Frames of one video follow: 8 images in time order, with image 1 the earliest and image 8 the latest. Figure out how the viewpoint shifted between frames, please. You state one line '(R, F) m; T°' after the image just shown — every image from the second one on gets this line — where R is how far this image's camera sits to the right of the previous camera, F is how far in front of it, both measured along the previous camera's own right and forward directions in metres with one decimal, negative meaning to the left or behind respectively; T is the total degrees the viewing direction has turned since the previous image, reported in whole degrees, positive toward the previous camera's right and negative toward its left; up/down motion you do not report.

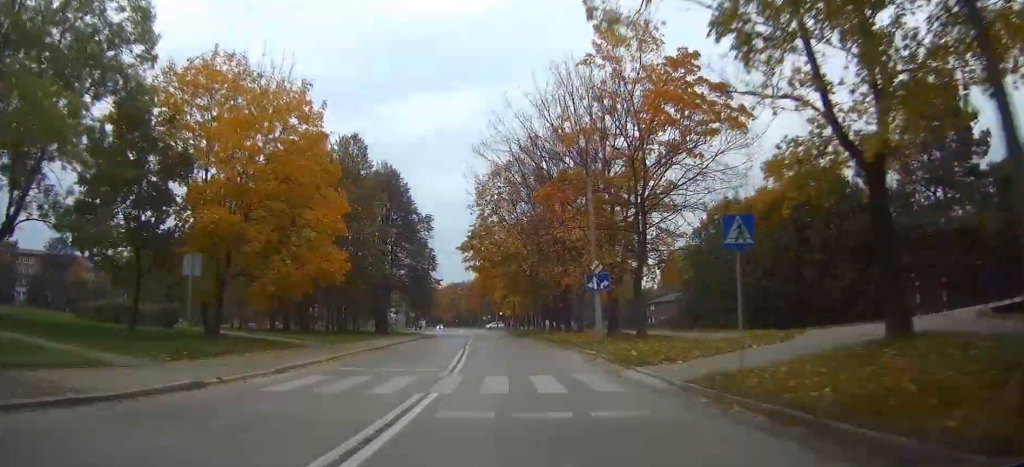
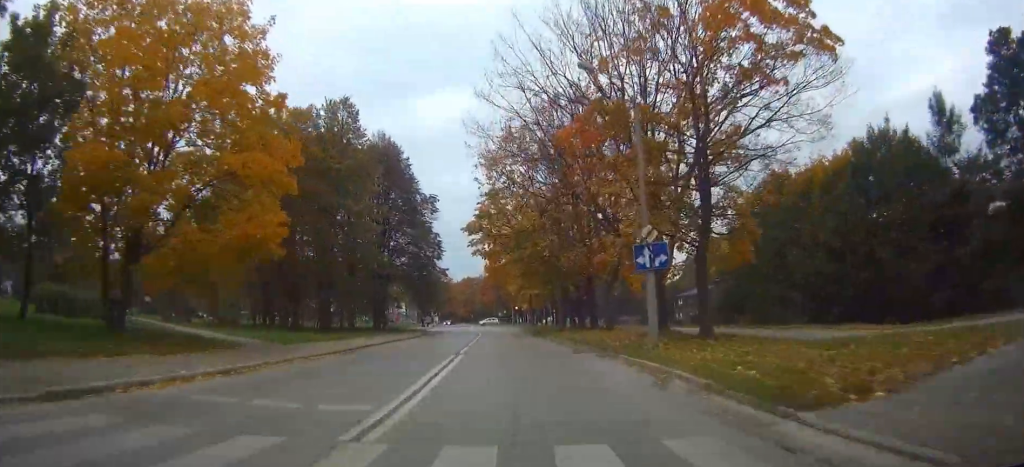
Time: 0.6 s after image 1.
(-0.1, +9.6) m; -1°
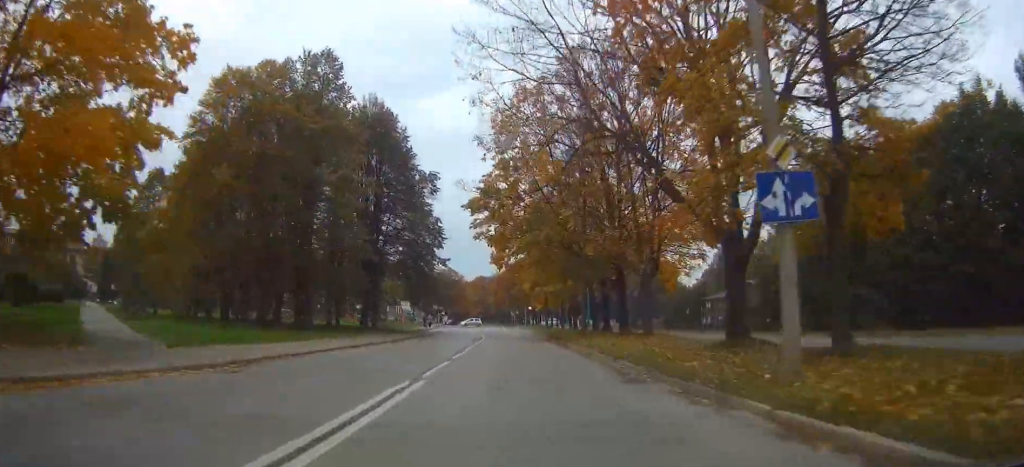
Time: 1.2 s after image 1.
(-0.2, +10.0) m; -1°
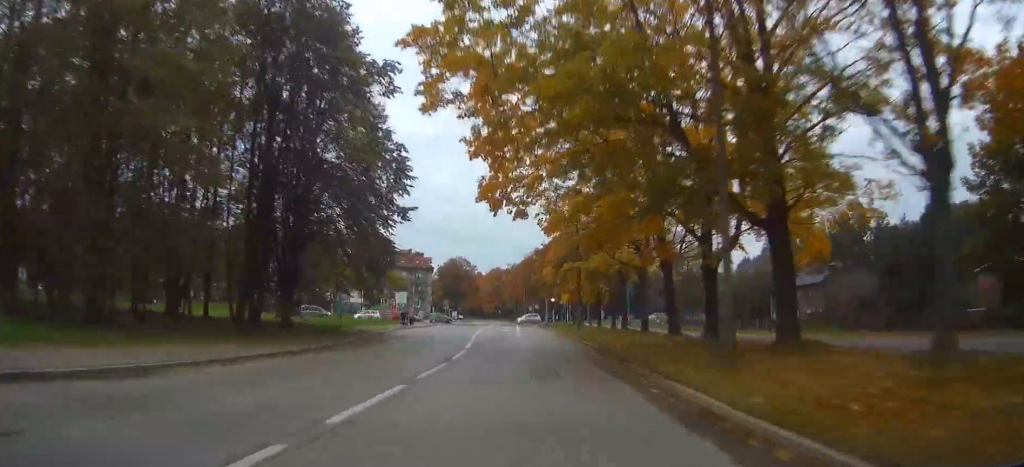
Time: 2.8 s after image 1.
(-0.6, +24.6) m; -3°
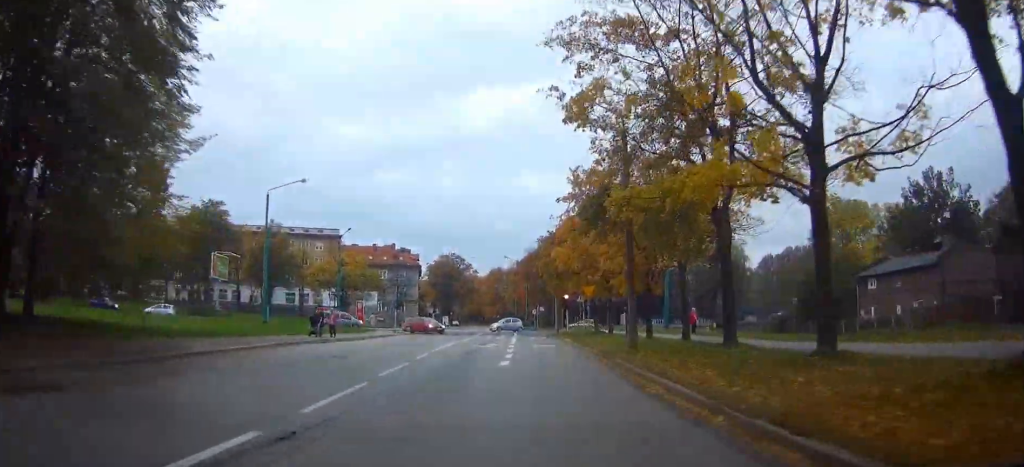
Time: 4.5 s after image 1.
(-0.3, +24.2) m; 0°
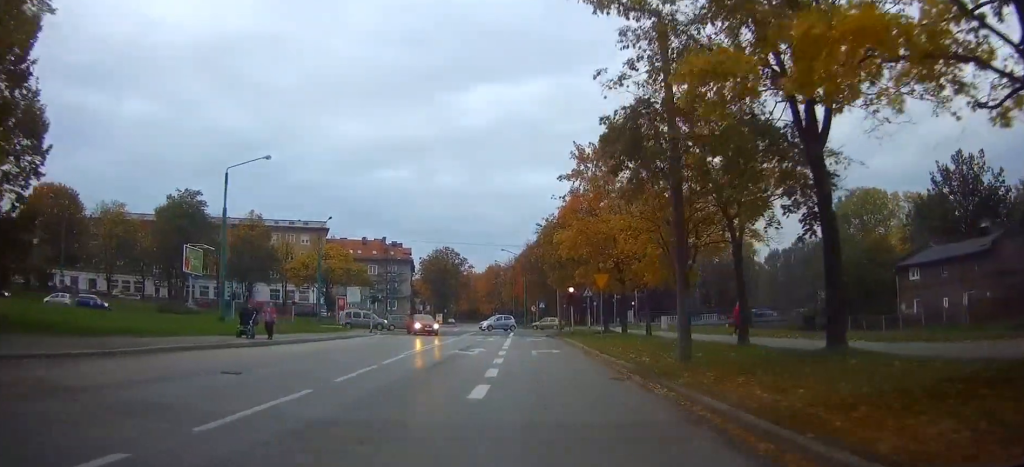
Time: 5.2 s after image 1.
(+0.2, +8.3) m; +1°
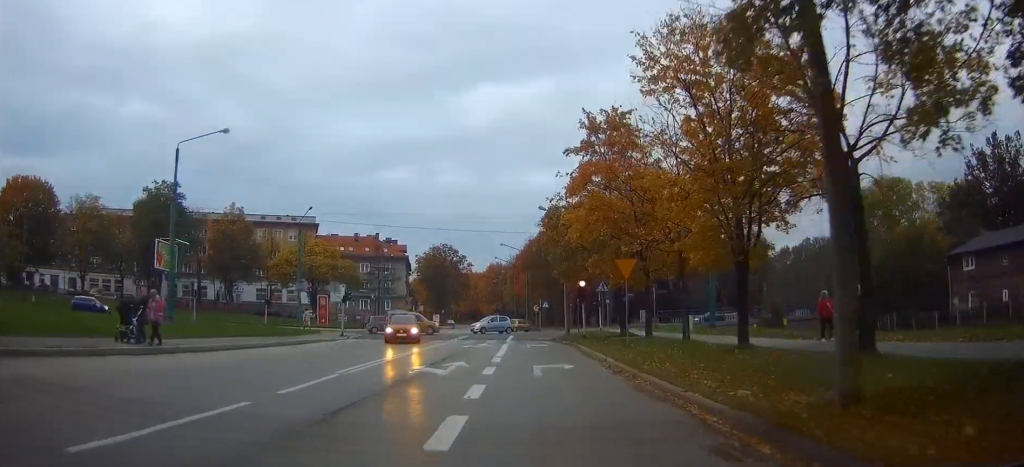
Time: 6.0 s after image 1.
(0.0, +8.7) m; 0°
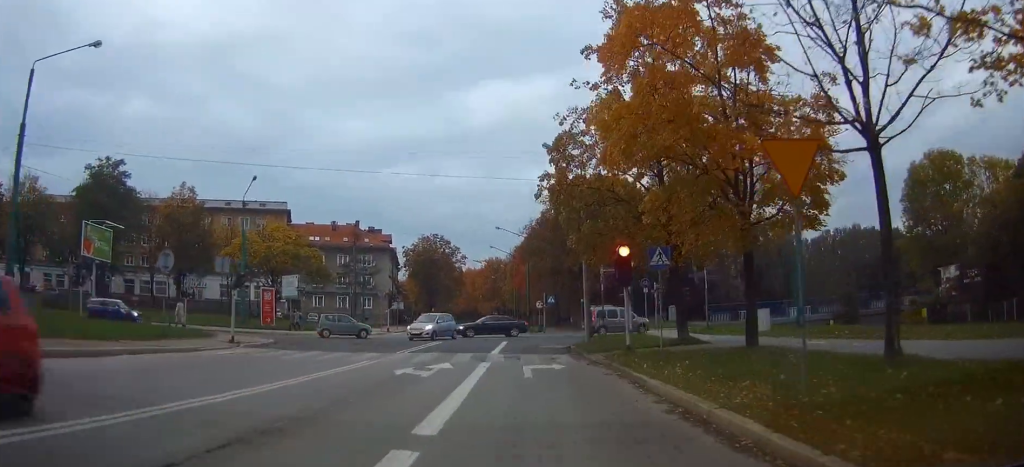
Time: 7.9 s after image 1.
(0.0, +16.8) m; +3°
